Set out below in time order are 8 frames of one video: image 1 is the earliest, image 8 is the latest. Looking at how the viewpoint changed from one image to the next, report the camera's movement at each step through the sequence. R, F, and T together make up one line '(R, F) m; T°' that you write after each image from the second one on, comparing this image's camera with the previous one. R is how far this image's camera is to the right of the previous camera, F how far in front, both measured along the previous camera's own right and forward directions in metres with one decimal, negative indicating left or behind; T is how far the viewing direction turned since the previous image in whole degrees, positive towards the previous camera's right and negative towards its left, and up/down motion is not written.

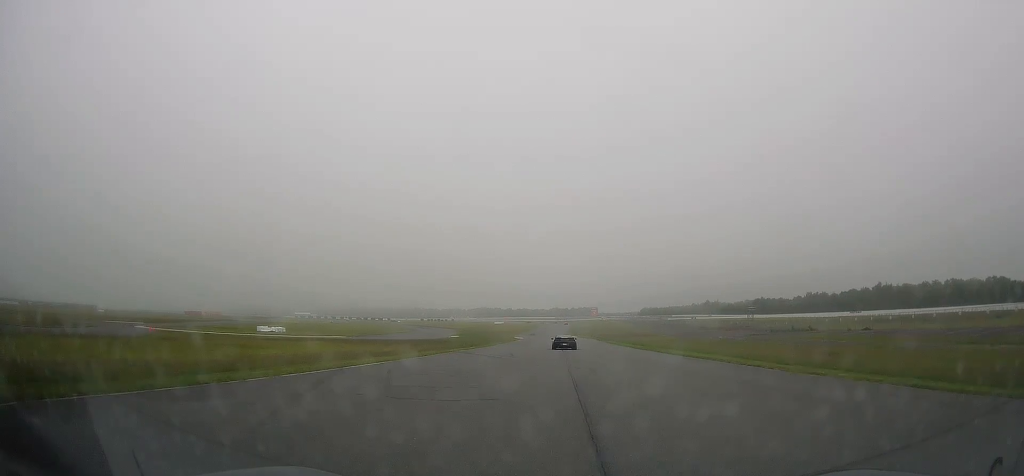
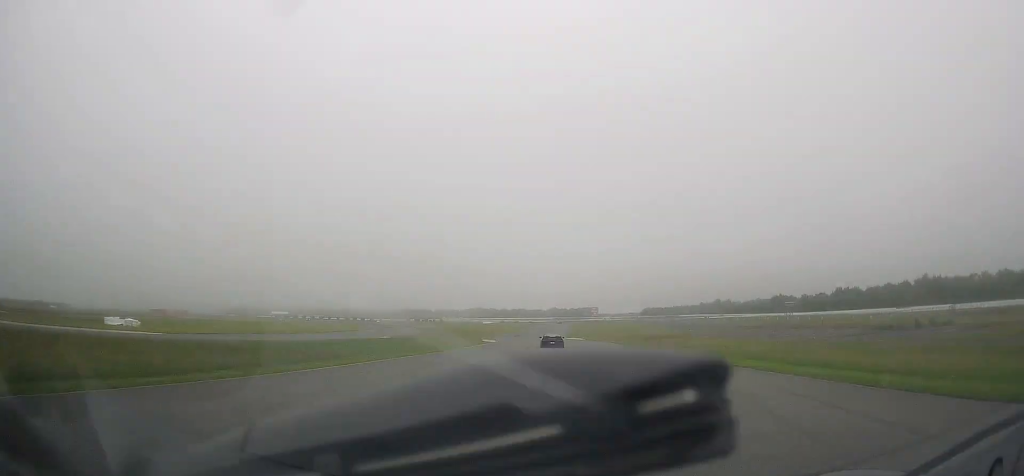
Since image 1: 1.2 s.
(+0.4, +44.7) m; 0°
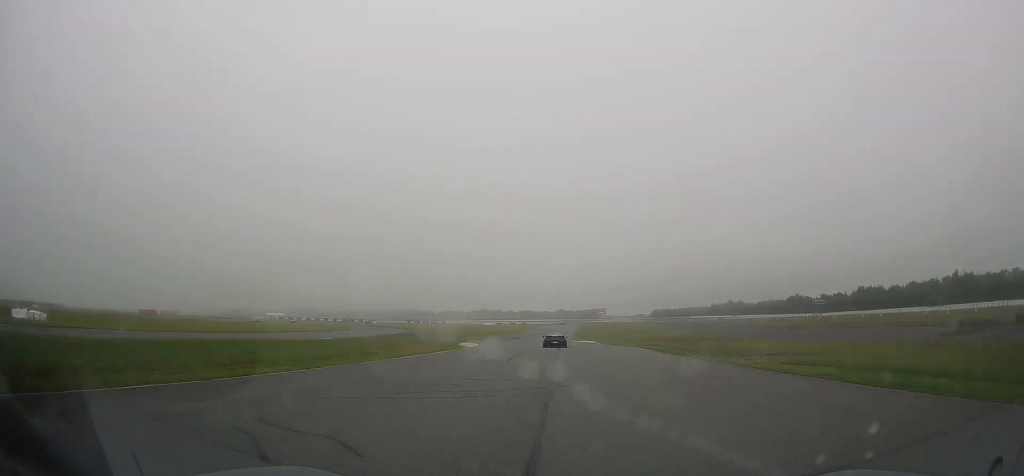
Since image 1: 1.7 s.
(0.0, +19.8) m; 0°
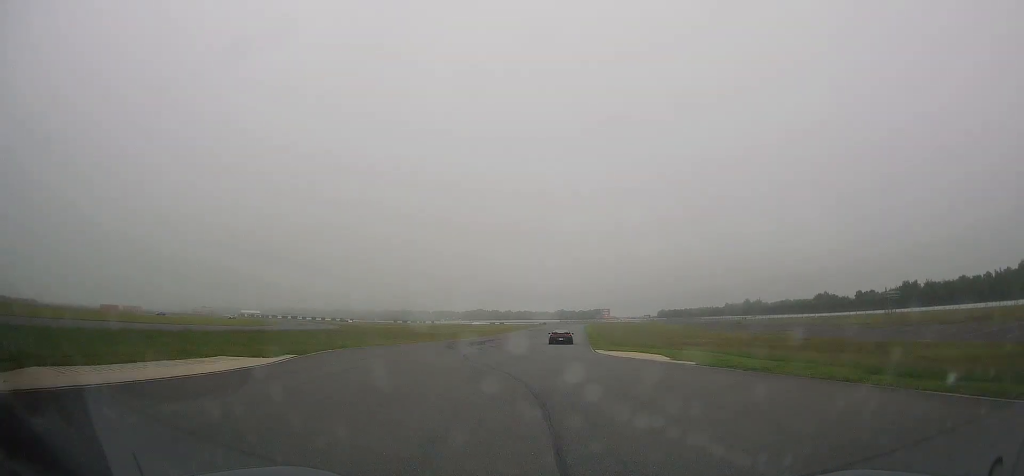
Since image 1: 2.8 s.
(-0.3, +44.2) m; 0°
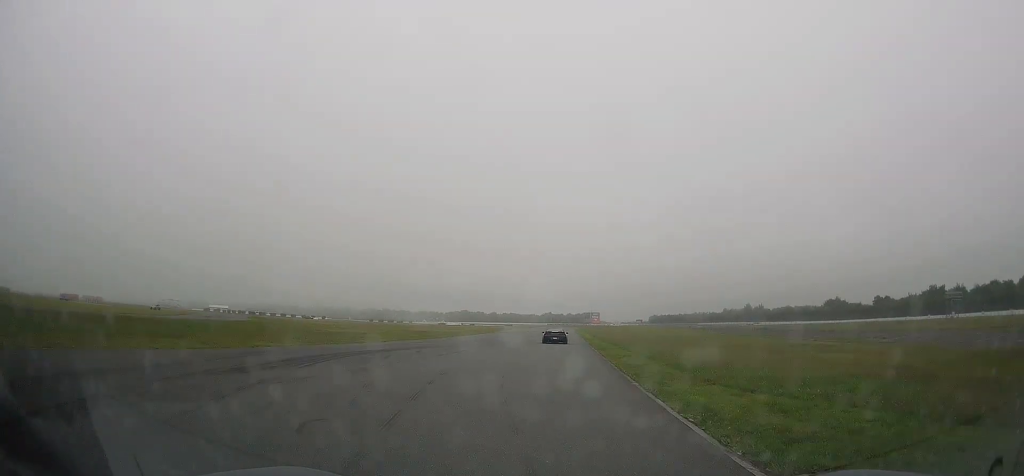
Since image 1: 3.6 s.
(+0.1, +32.0) m; 0°
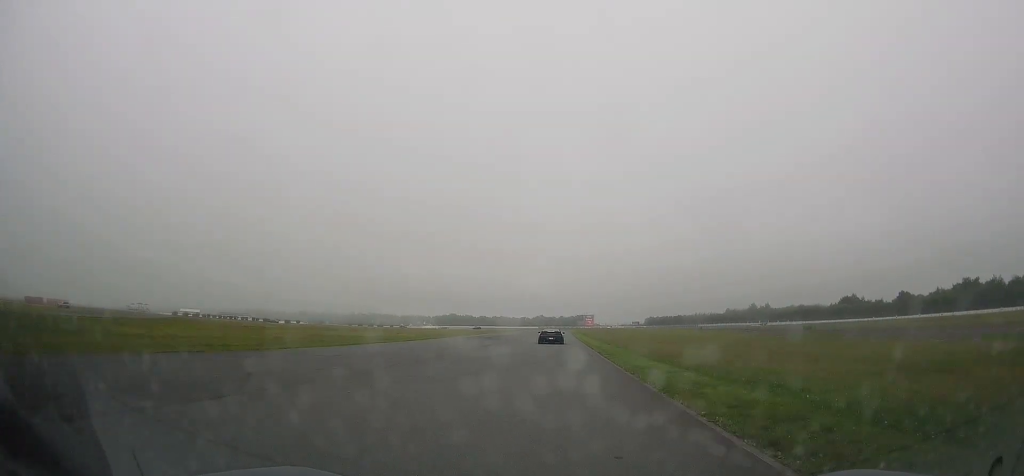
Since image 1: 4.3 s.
(-0.1, +30.2) m; 0°
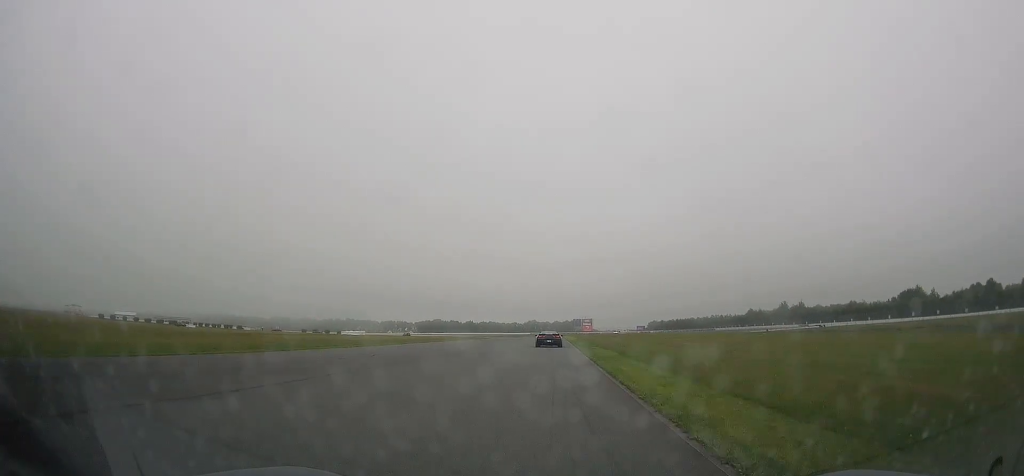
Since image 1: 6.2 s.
(+1.5, +69.1) m; +2°
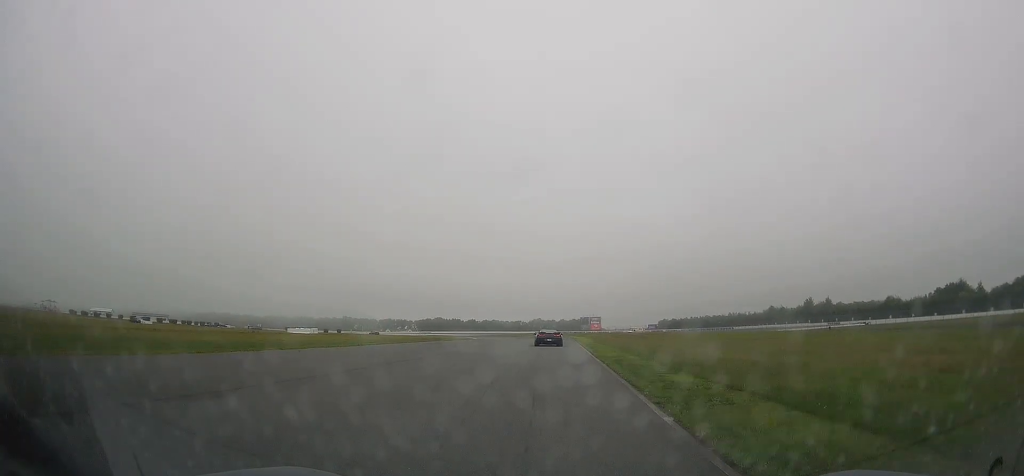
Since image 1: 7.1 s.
(-0.2, +29.3) m; 0°
